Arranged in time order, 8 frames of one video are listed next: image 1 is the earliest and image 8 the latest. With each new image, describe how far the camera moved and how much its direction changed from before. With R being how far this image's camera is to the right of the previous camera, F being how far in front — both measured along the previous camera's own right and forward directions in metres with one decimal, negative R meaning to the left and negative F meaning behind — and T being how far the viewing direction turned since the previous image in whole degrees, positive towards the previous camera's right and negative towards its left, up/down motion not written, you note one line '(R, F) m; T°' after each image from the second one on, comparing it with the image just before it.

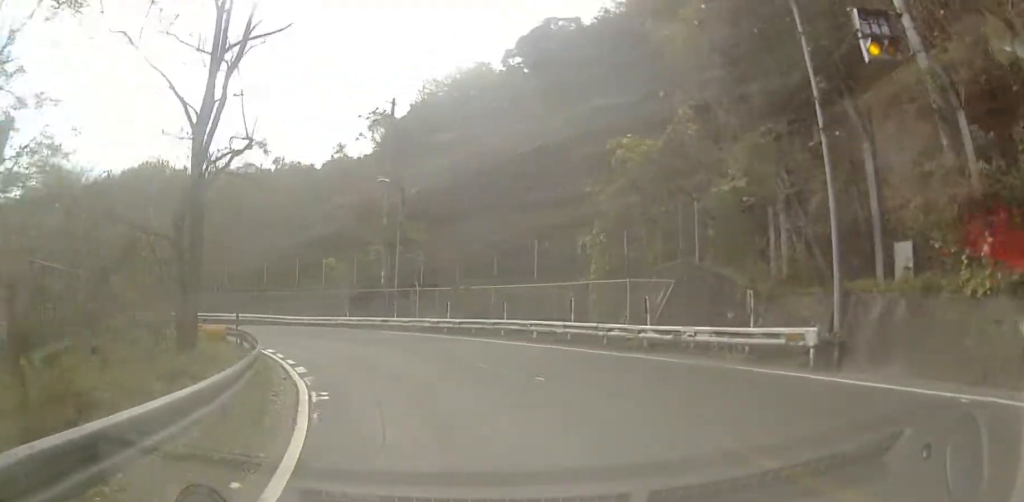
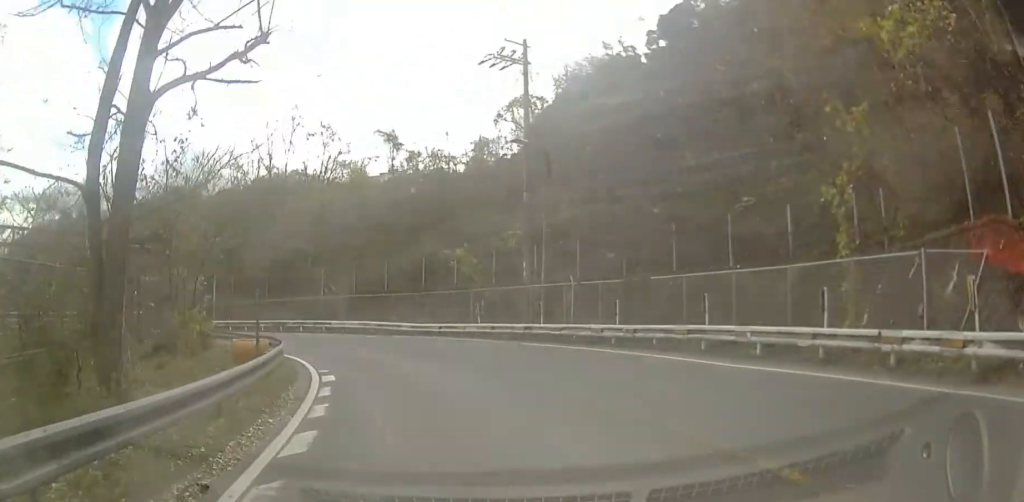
(0.0, +8.3) m; 0°
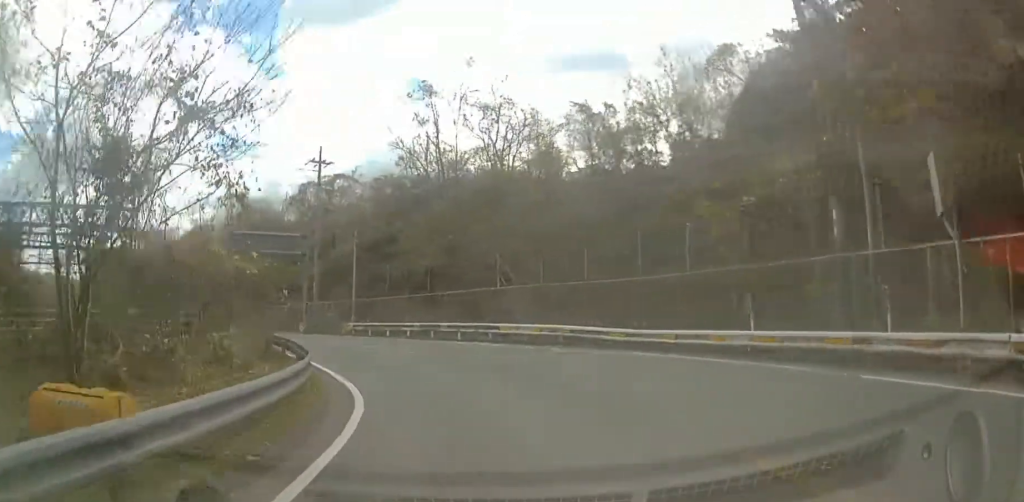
(0.0, +10.2) m; -5°
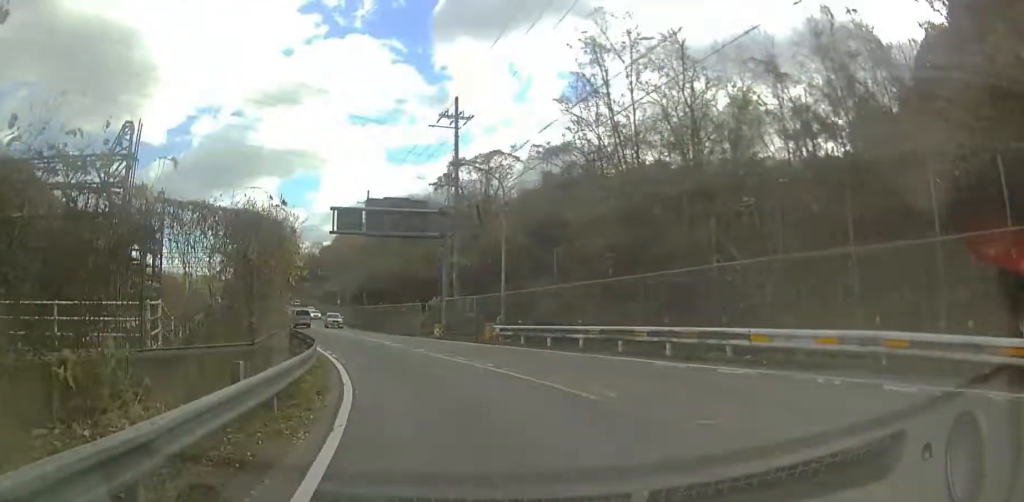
(-0.8, +7.8) m; -34°
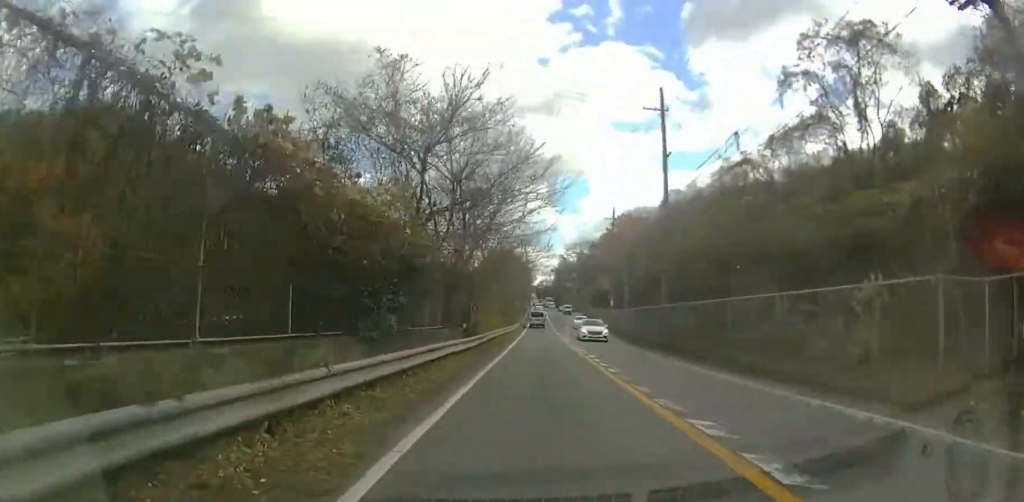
(-11.5, +19.4) m; -43°
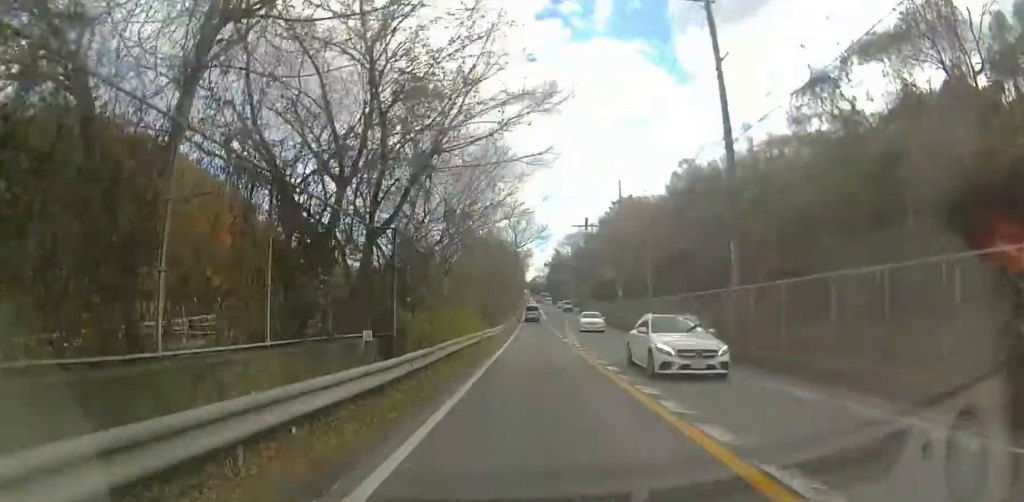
(-1.0, +9.5) m; -9°
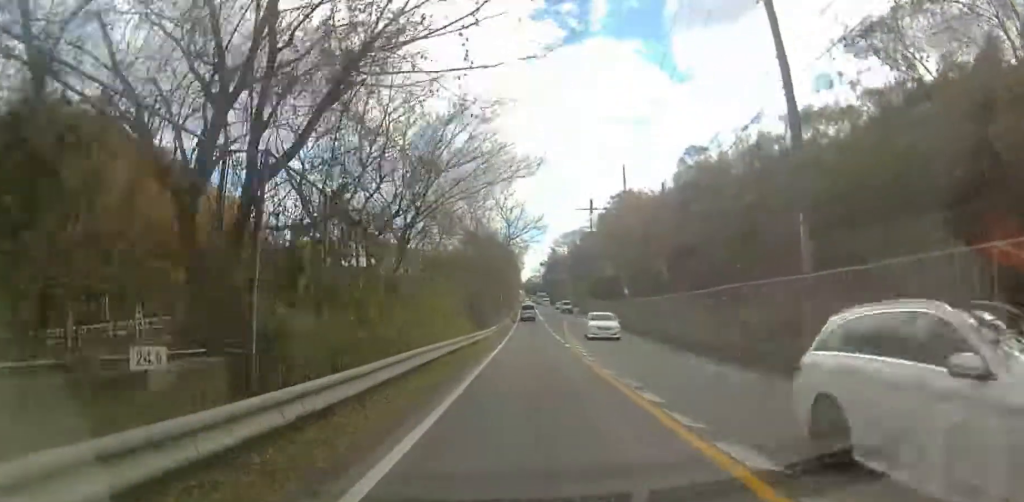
(-0.2, +4.7) m; -1°
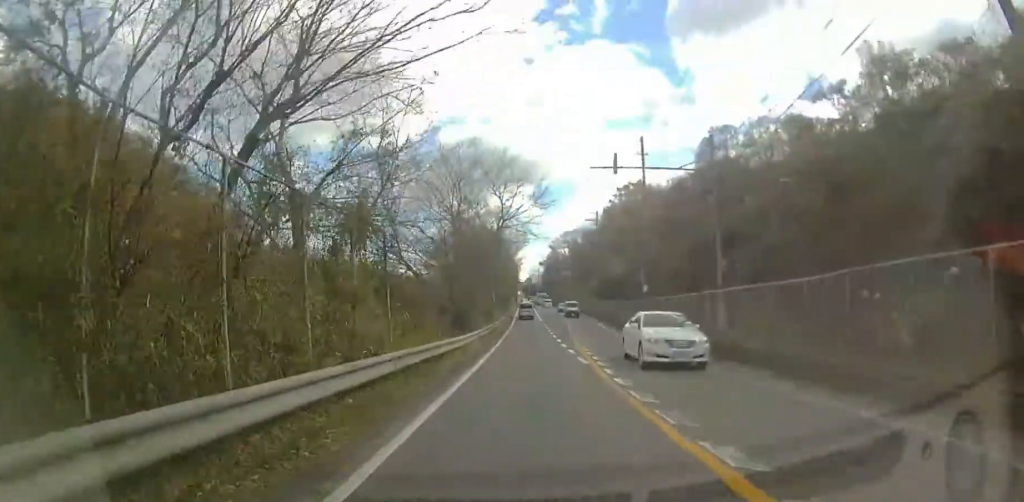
(-0.1, +7.0) m; -1°
